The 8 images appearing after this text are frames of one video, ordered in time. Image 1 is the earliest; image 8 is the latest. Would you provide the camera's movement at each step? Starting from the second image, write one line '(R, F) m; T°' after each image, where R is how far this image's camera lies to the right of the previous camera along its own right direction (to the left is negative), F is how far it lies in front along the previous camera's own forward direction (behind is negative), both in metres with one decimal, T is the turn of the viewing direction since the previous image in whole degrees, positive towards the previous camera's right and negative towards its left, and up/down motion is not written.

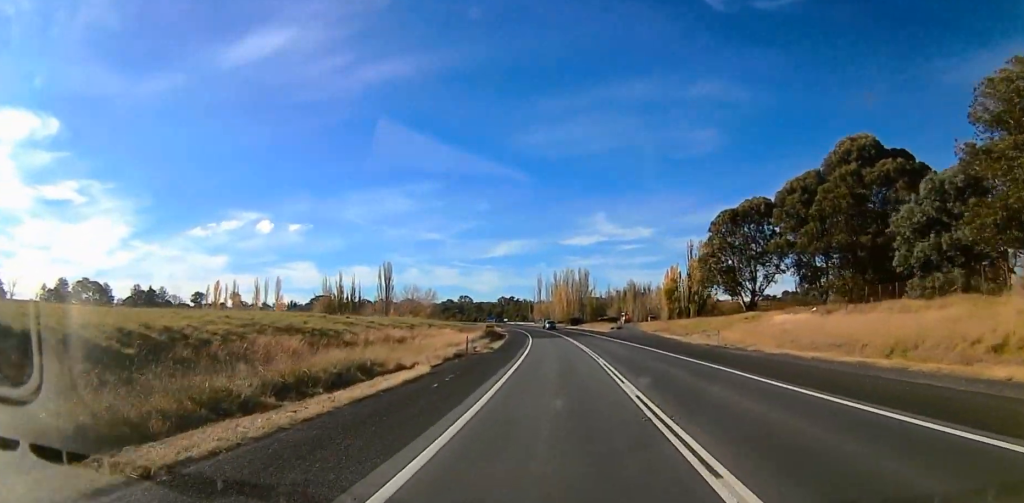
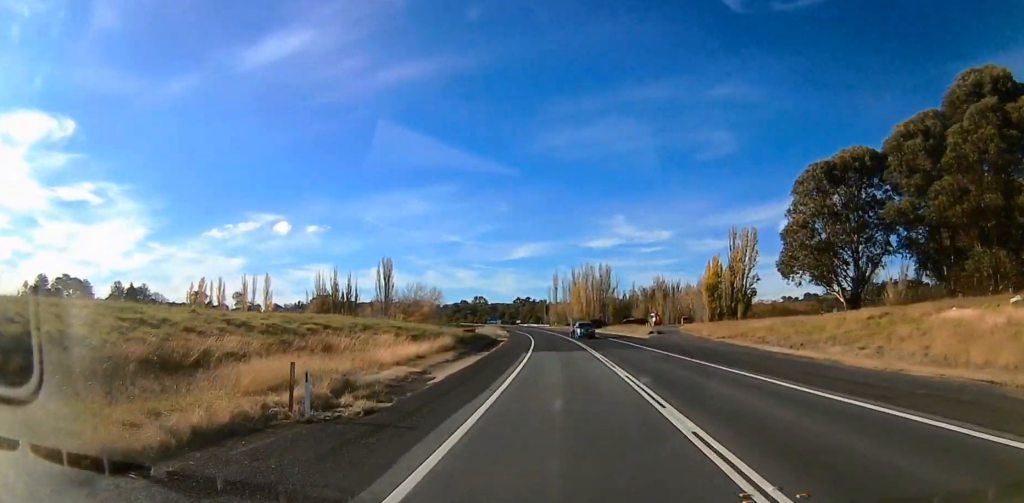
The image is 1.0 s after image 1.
(-0.6, +28.3) m; -2°
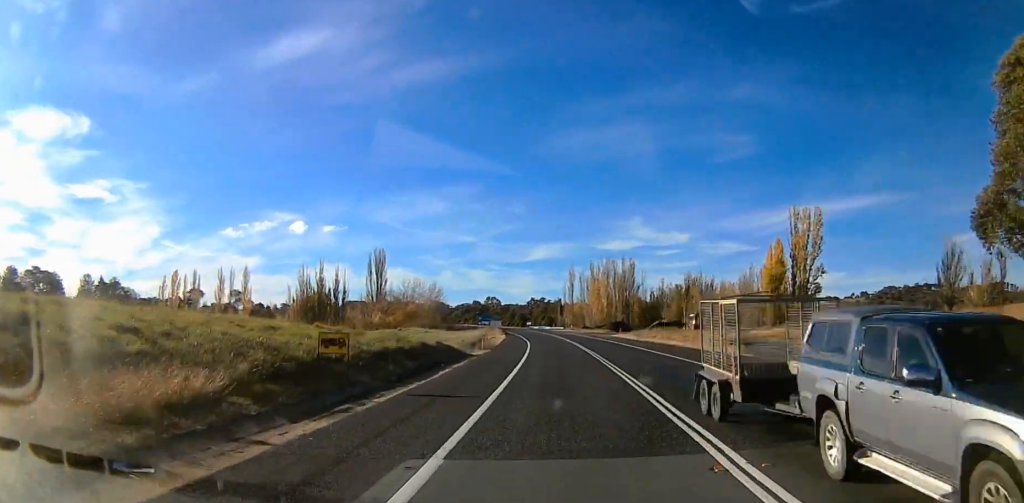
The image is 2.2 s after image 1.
(-0.6, +35.8) m; -1°
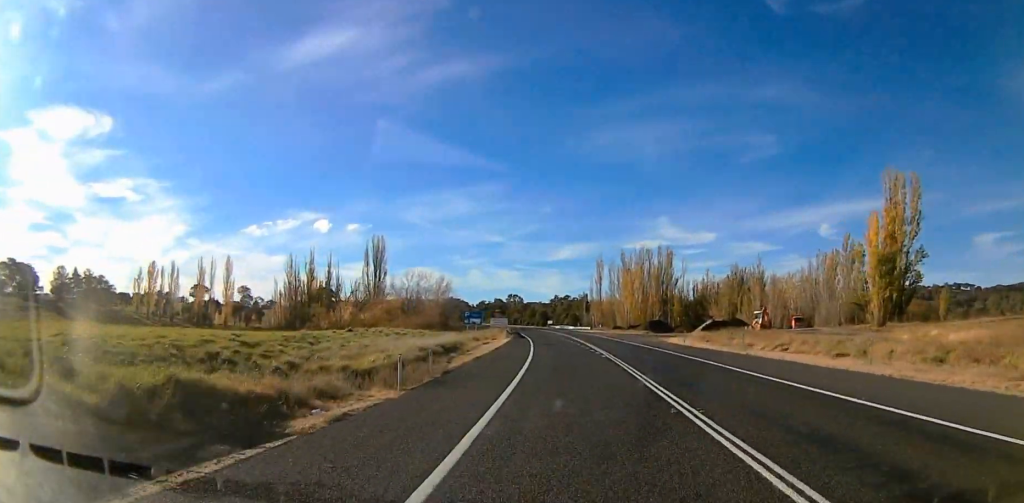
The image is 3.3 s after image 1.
(0.0, +34.8) m; 0°
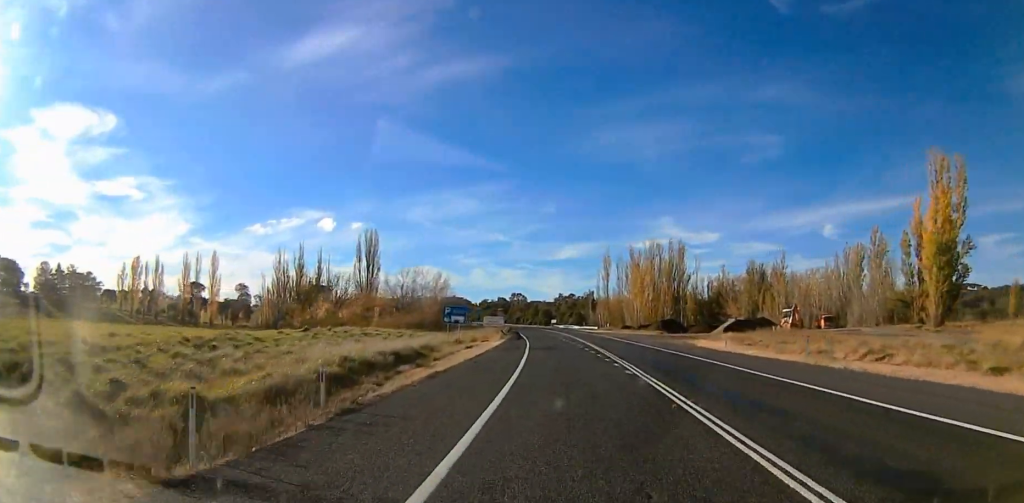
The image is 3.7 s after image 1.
(0.0, +13.6) m; 0°
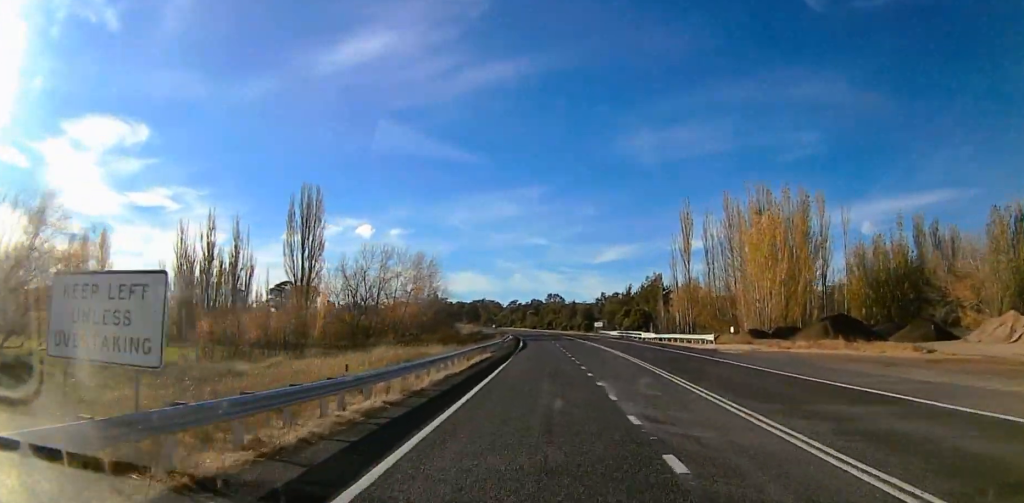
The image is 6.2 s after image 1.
(-3.3, +67.7) m; -6°
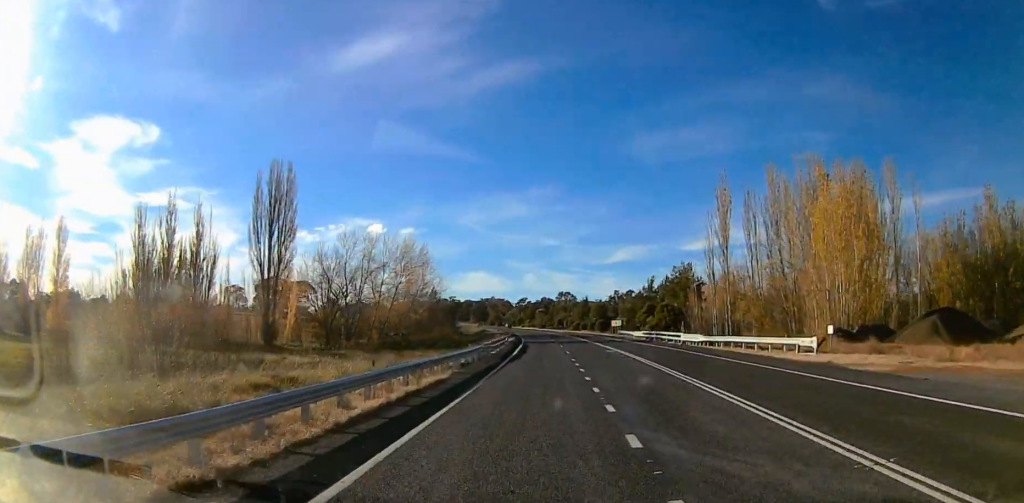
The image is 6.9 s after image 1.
(-0.1, +15.9) m; -1°
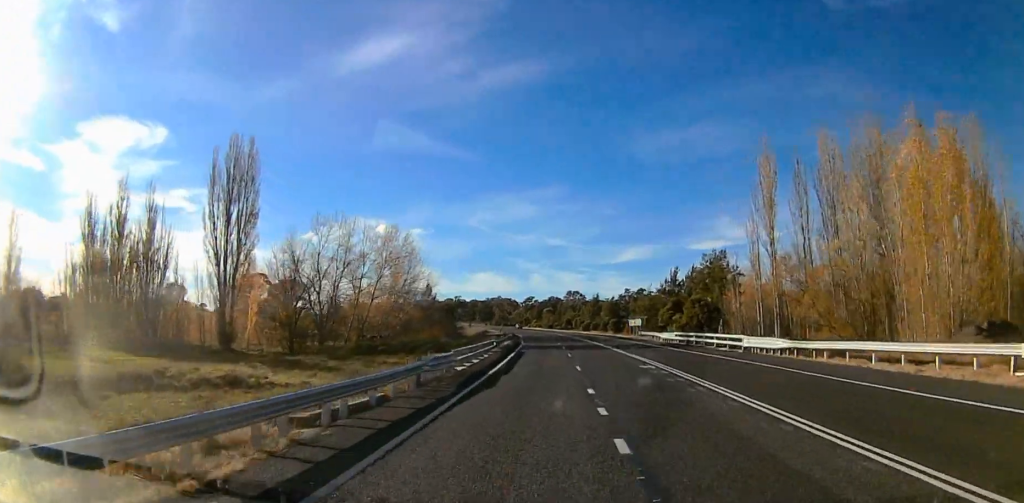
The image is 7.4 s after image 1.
(0.0, +14.7) m; 0°
